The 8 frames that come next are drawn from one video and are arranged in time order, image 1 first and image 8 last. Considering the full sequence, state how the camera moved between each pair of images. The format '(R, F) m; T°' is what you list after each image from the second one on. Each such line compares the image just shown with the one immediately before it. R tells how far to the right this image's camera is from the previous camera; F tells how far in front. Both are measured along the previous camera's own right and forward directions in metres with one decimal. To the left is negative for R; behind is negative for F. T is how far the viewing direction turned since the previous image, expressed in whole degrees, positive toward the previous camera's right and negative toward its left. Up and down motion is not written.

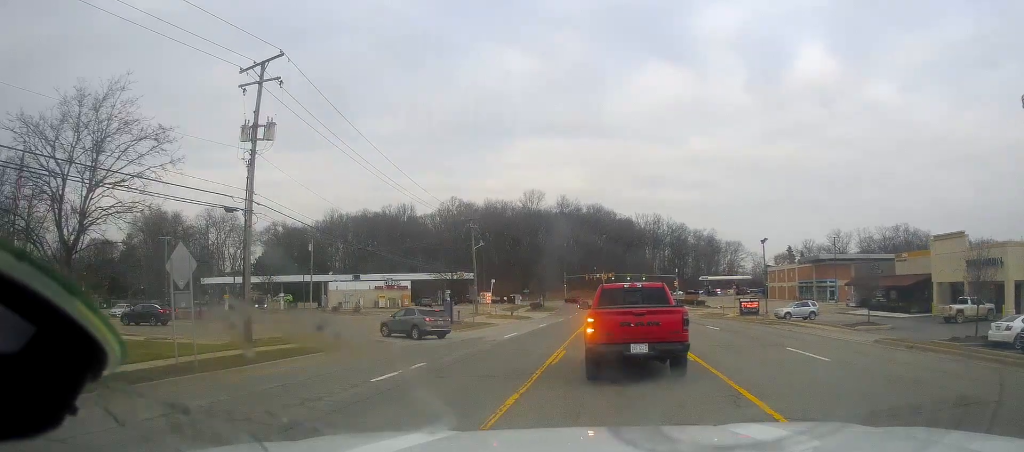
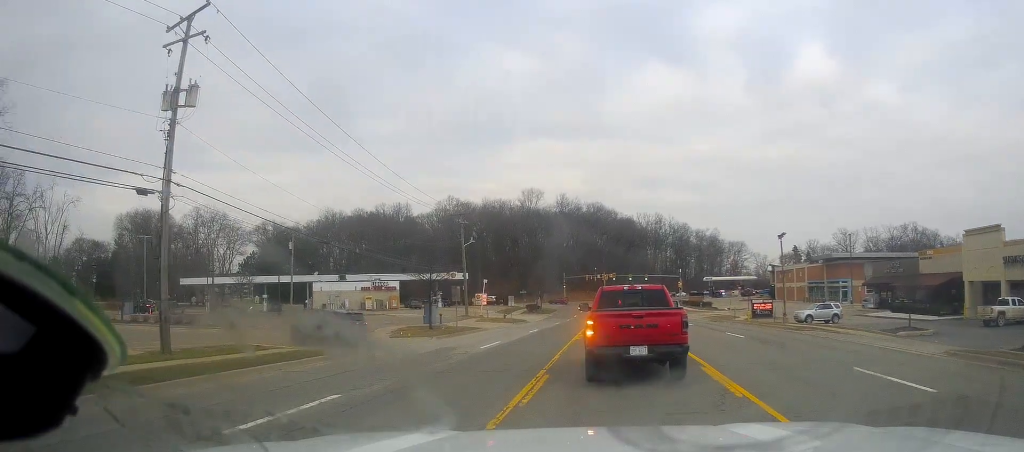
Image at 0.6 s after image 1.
(0.0, +5.6) m; -2°
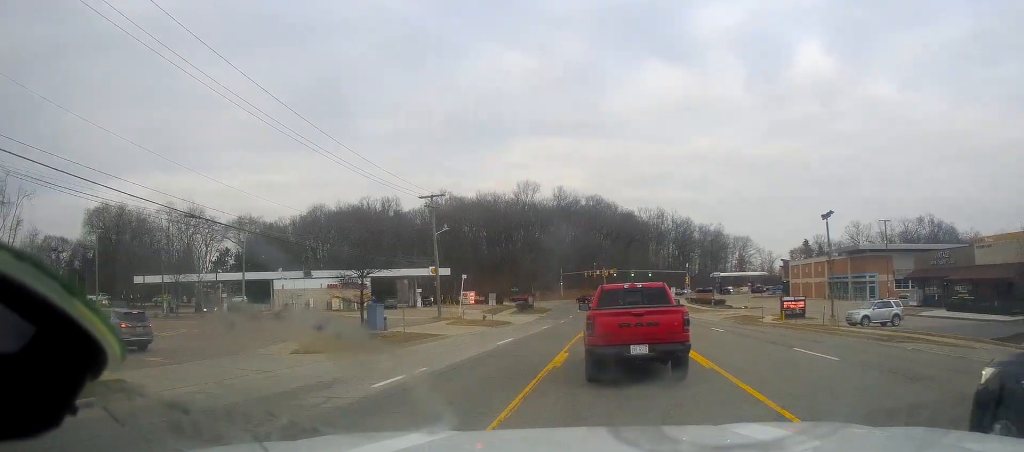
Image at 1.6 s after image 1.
(-0.5, +11.3) m; +1°
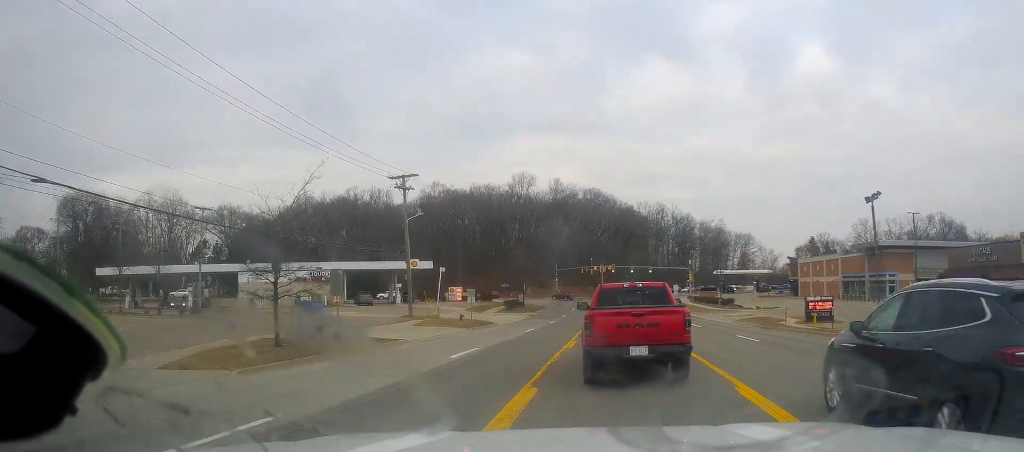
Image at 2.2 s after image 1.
(+0.5, +7.8) m; +2°
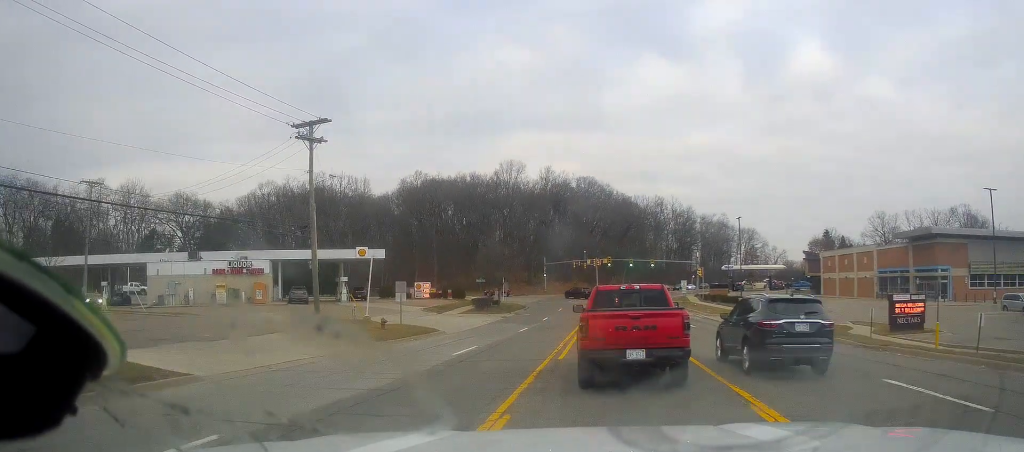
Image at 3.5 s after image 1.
(+0.1, +15.9) m; -3°
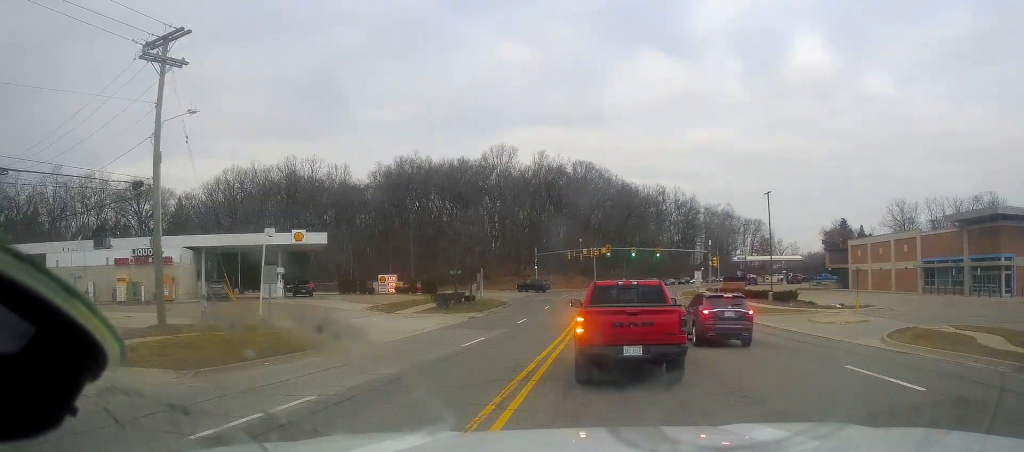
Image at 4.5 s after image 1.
(-0.7, +13.4) m; 0°
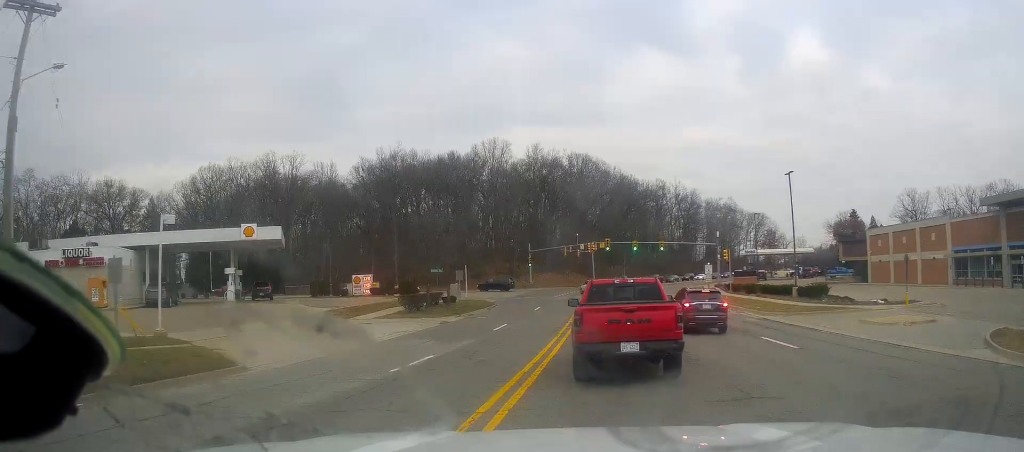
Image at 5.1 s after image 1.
(+0.4, +7.5) m; +2°
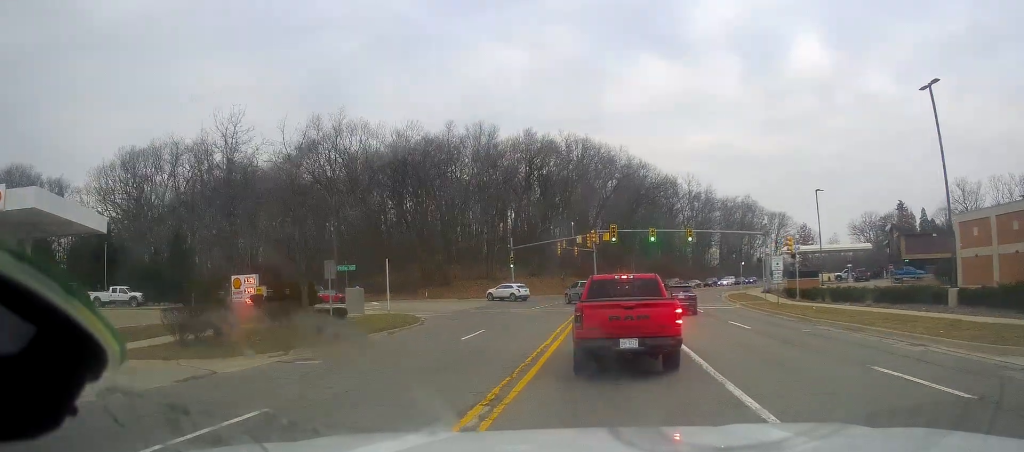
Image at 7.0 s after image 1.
(+0.4, +23.4) m; 0°
